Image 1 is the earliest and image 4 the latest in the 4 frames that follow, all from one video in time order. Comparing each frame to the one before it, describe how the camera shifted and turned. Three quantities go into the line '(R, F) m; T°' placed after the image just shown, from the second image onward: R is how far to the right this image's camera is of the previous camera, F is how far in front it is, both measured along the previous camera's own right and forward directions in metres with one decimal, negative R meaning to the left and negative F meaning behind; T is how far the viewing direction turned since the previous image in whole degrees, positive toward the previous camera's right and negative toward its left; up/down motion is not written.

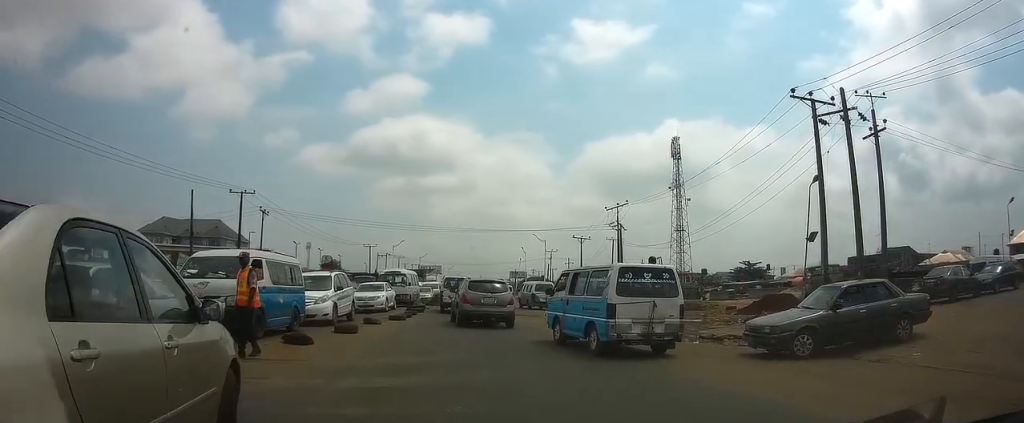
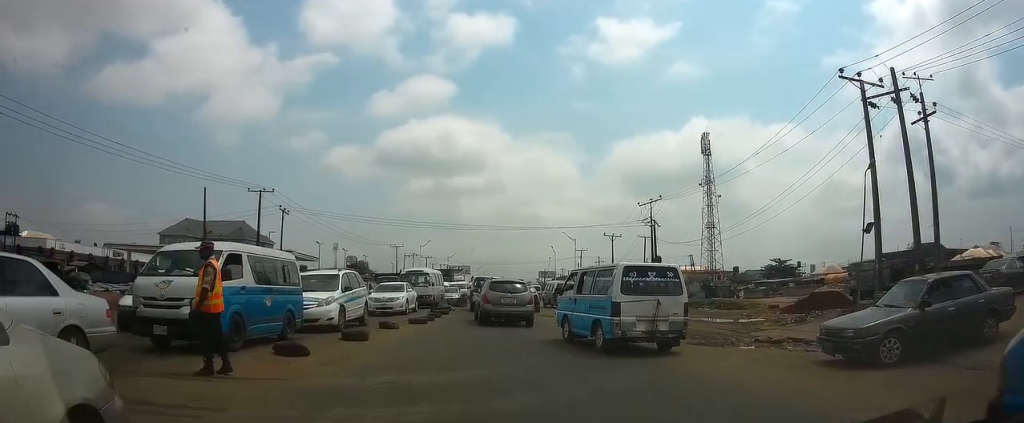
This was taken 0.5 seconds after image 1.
(-0.1, +1.9) m; -1°
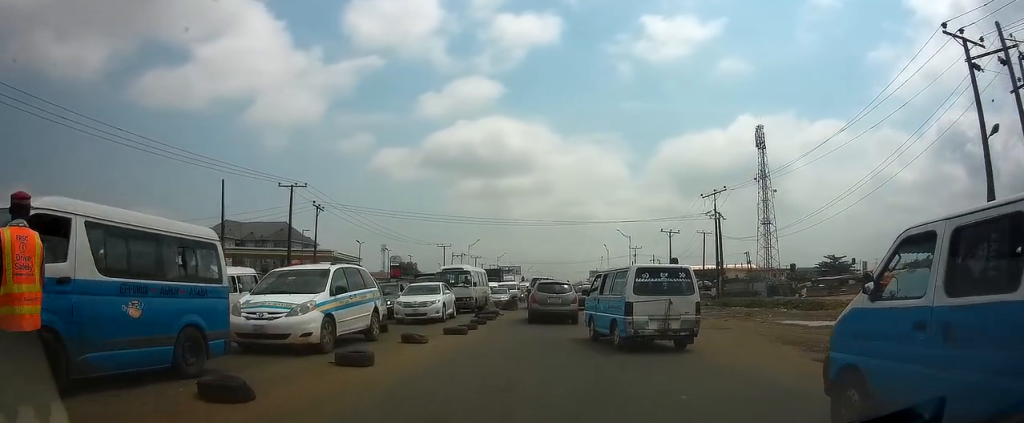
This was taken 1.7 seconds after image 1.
(-0.1, +4.2) m; -2°
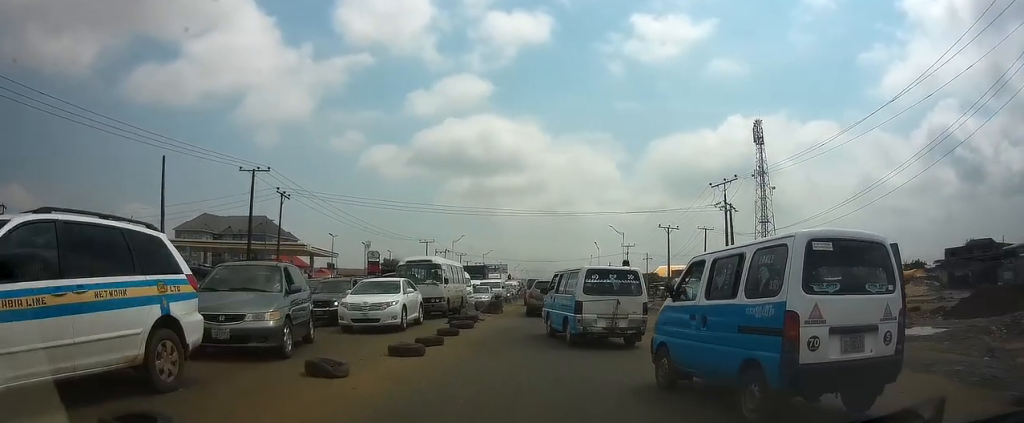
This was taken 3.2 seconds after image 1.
(0.0, +5.0) m; +1°
